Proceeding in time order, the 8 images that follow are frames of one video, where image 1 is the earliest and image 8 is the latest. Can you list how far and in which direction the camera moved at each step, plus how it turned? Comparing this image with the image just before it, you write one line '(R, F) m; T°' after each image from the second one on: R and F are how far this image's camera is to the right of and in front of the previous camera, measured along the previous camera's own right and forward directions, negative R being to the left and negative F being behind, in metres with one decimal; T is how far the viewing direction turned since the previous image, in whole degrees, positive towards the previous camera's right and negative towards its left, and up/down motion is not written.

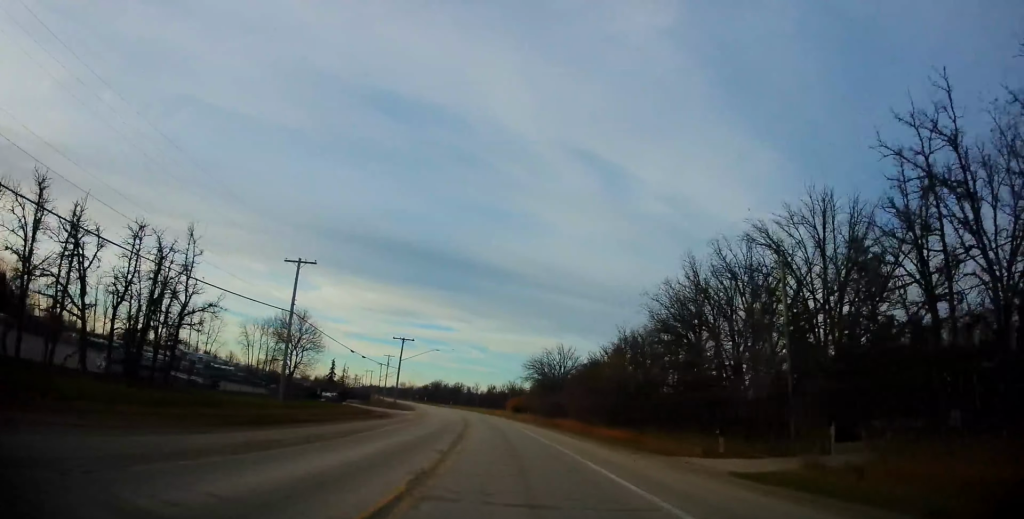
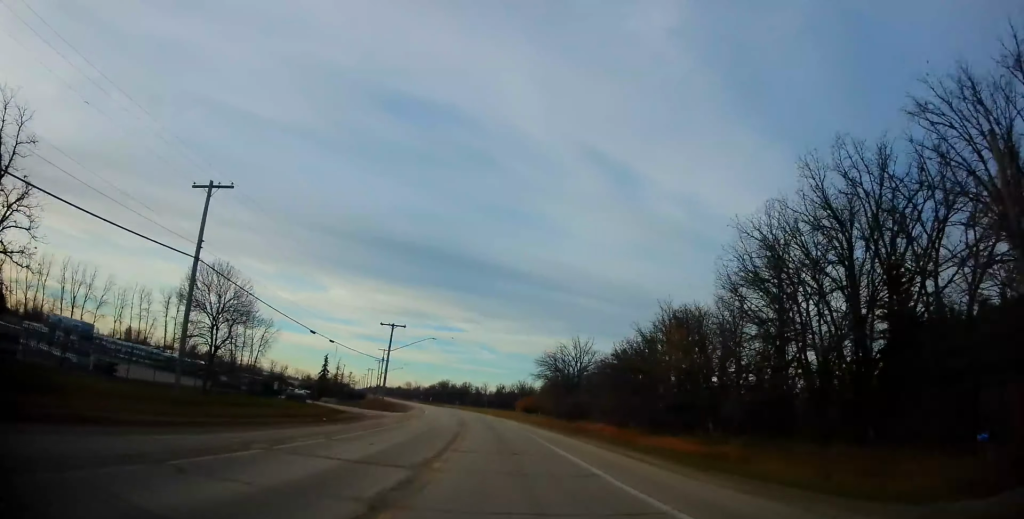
(0.0, +14.2) m; +2°
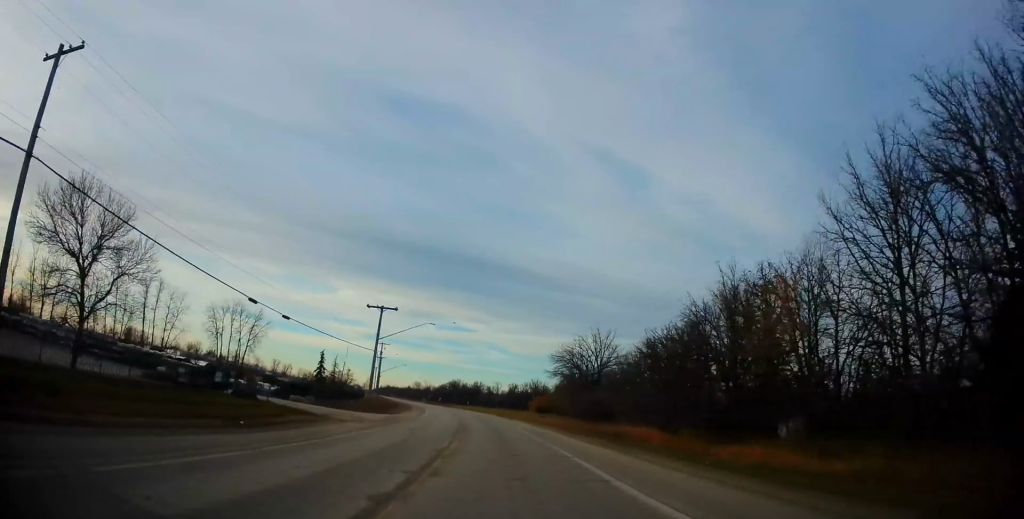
(+0.1, +11.8) m; +5°
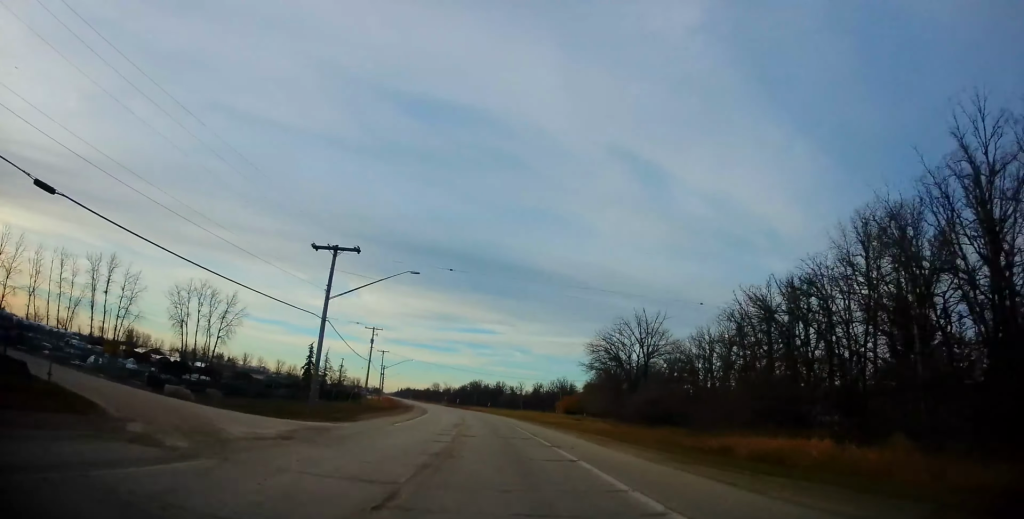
(+2.0, +21.3) m; +1°
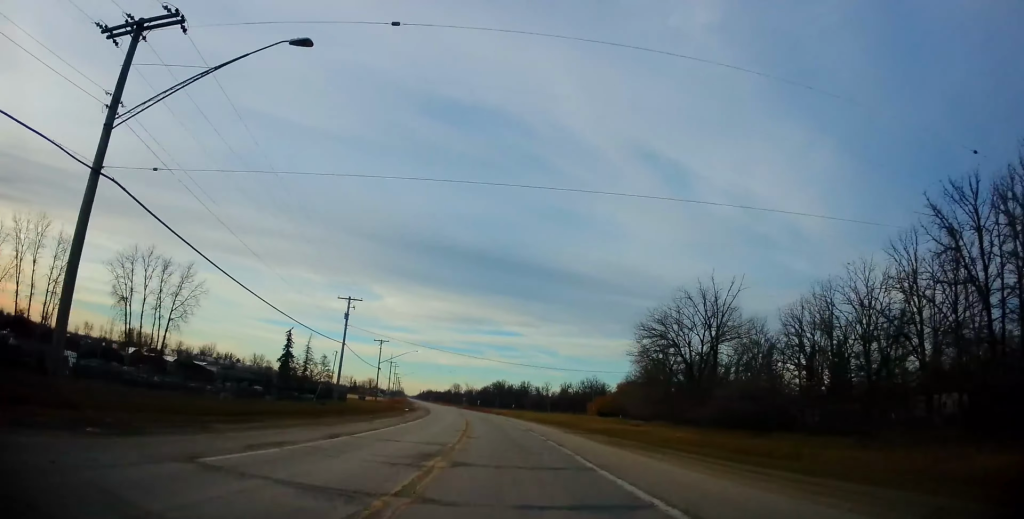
(-1.0, +21.4) m; -10°
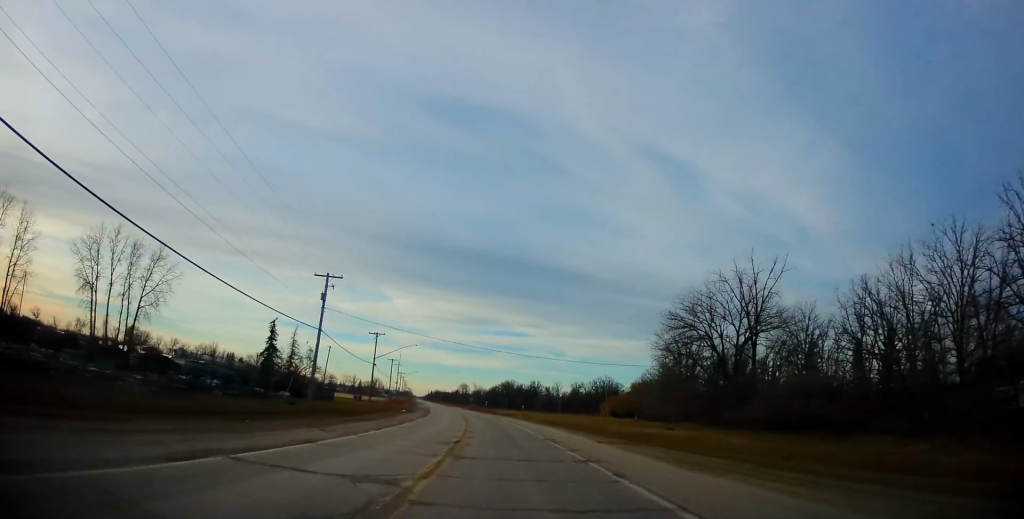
(-1.7, +9.1) m; -6°
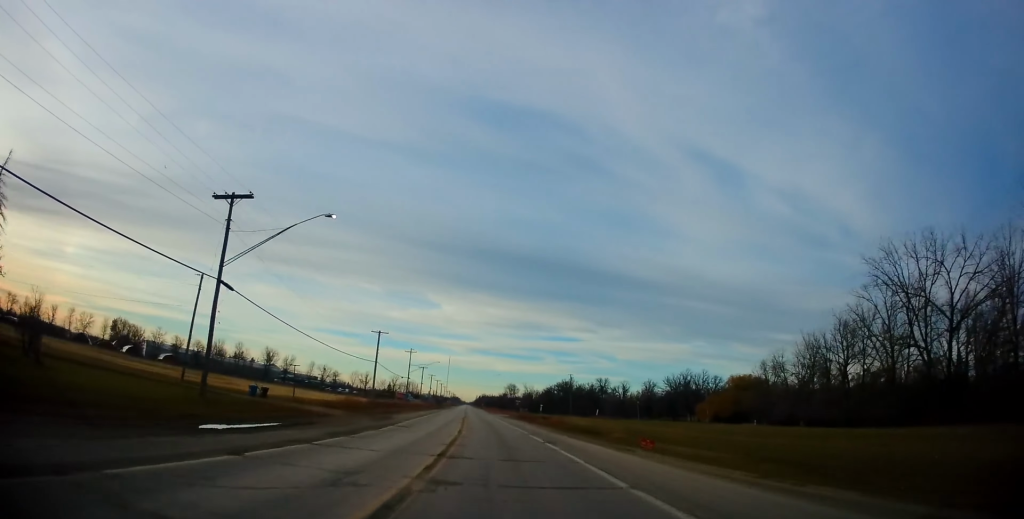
(-0.1, +56.8) m; -1°
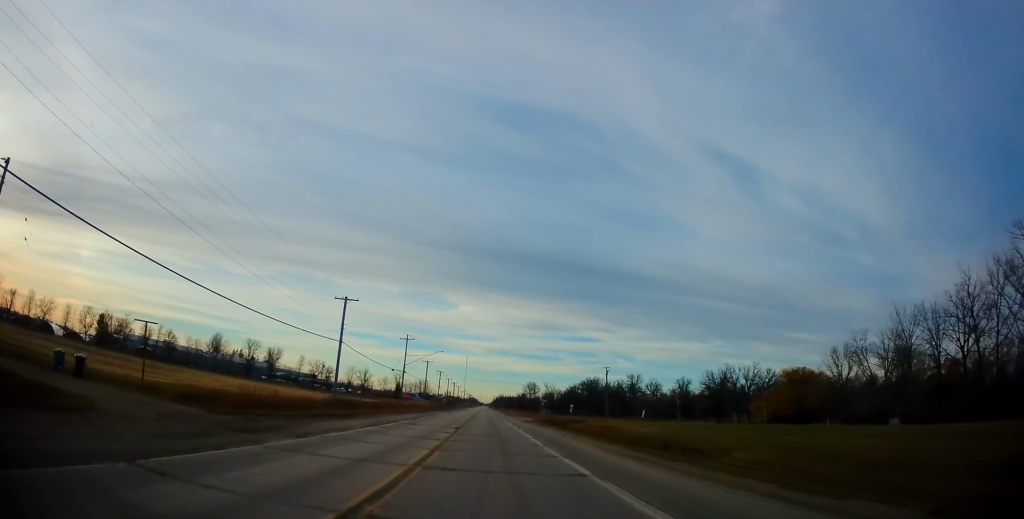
(-0.6, +24.5) m; -3°
